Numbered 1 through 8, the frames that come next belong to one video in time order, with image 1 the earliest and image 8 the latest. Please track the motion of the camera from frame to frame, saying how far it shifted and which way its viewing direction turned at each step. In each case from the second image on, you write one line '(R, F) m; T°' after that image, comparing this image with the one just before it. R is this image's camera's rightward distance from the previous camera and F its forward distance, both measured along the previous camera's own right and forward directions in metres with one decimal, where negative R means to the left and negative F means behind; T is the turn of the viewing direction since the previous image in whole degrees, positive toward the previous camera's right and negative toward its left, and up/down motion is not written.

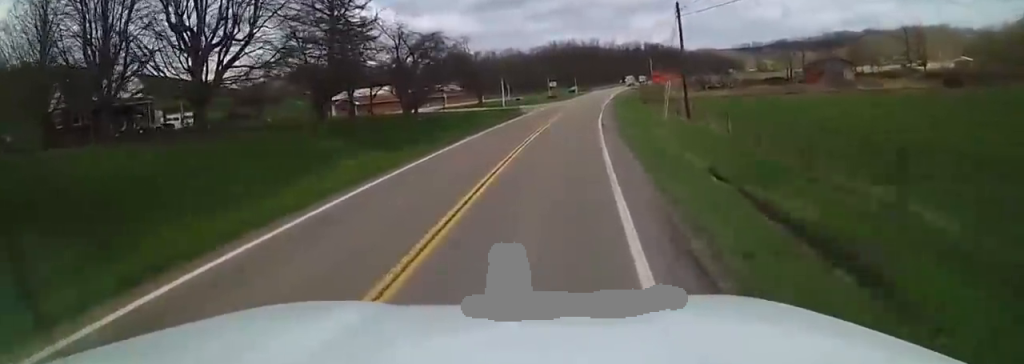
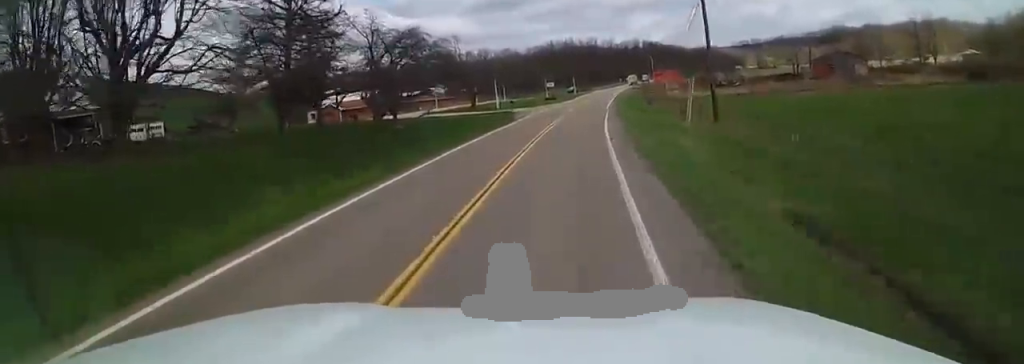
(-0.1, +7.0) m; -1°
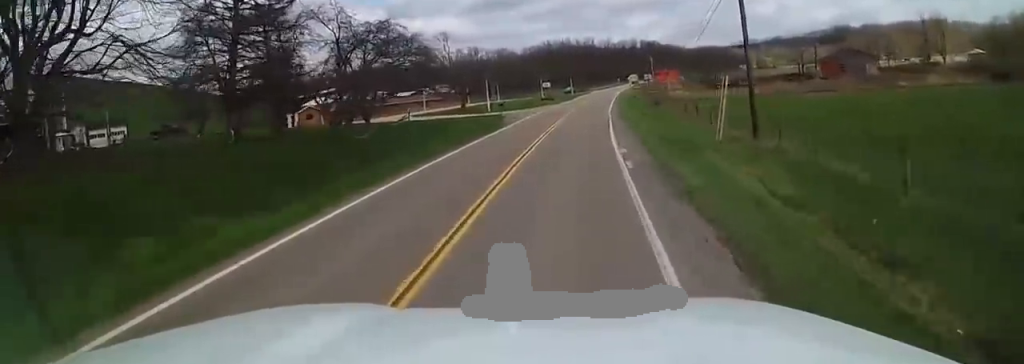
(0.0, +6.2) m; 0°
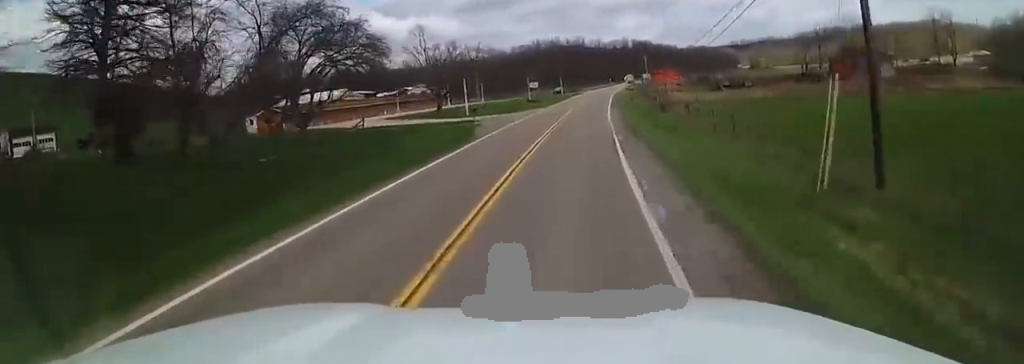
(0.0, +9.9) m; +2°
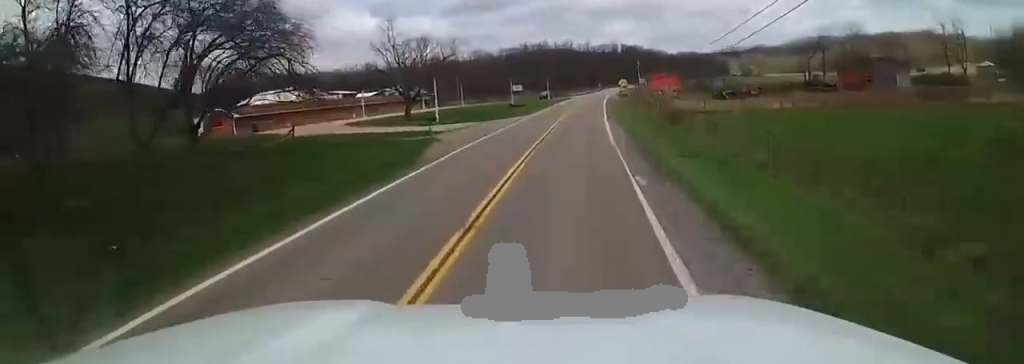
(+0.3, +9.2) m; +1°
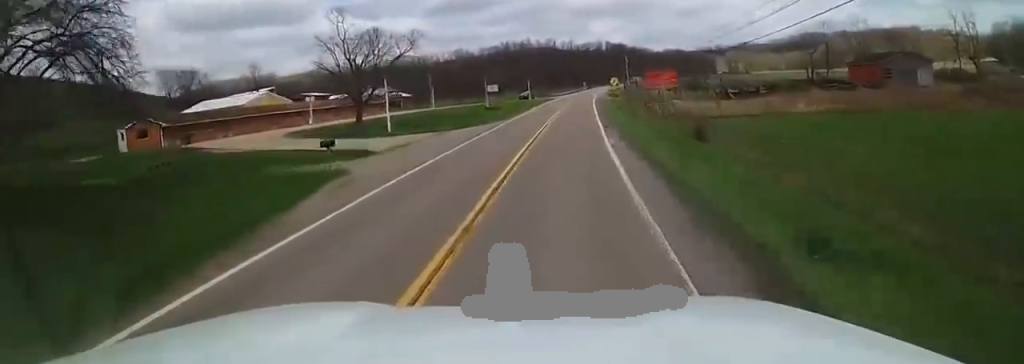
(-0.1, +12.0) m; +2°
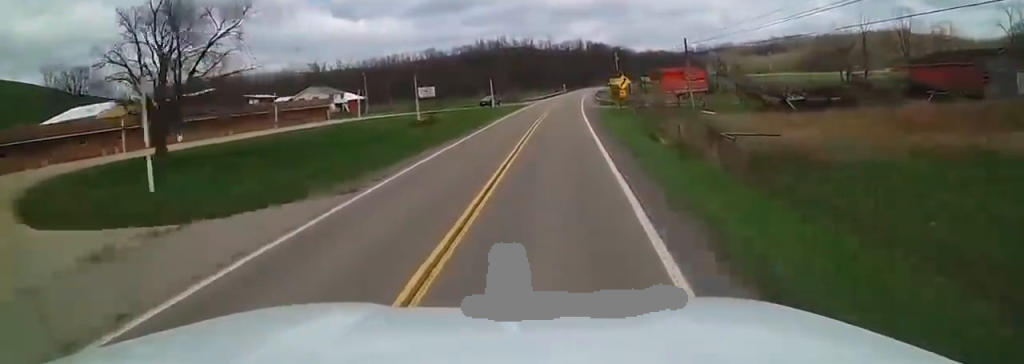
(+0.9, +27.6) m; +2°
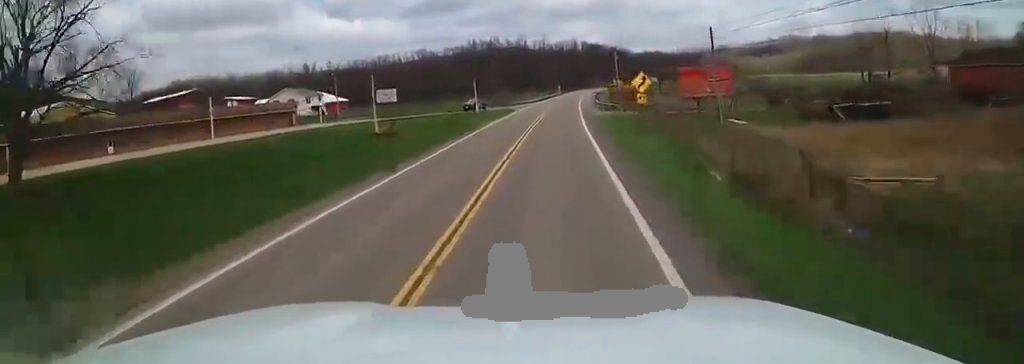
(0.0, +10.1) m; +1°
